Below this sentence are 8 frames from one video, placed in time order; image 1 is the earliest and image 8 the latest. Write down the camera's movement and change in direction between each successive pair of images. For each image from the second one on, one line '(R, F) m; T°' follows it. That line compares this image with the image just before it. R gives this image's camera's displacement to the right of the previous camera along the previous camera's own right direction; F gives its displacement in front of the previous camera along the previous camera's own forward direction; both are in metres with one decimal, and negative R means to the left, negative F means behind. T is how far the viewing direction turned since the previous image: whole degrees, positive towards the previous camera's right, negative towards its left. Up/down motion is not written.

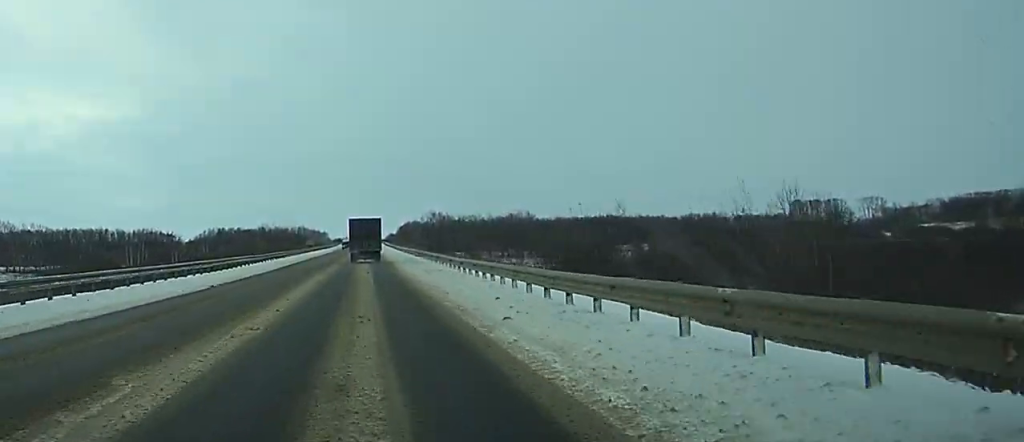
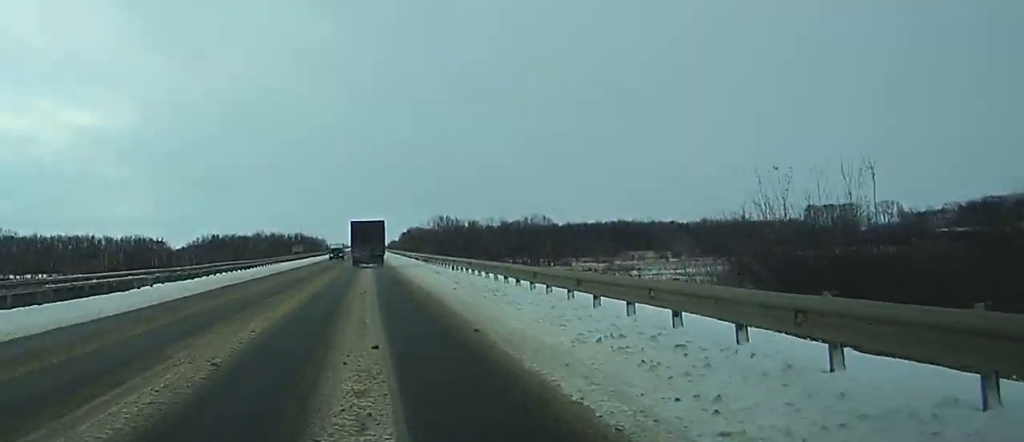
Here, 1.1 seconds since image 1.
(0.0, +29.7) m; 0°
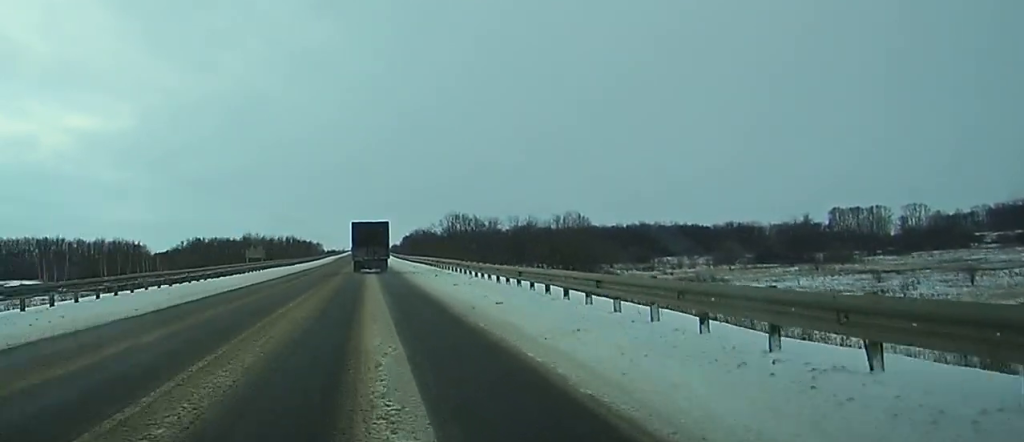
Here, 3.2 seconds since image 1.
(0.0, +52.1) m; 0°
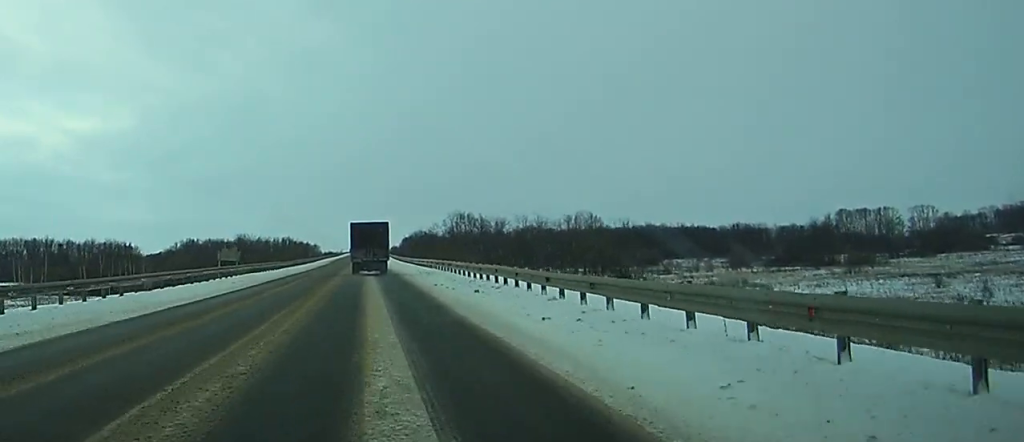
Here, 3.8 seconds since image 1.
(0.0, +15.2) m; 0°
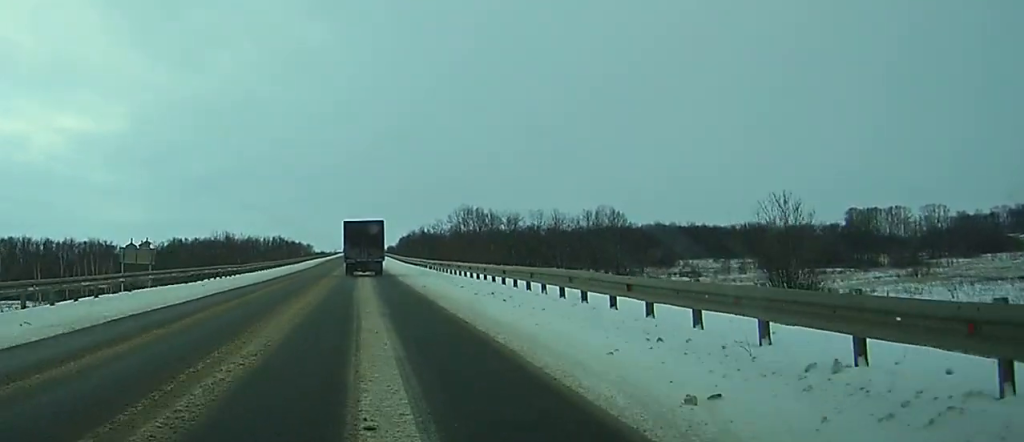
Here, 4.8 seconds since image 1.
(0.0, +26.0) m; 0°
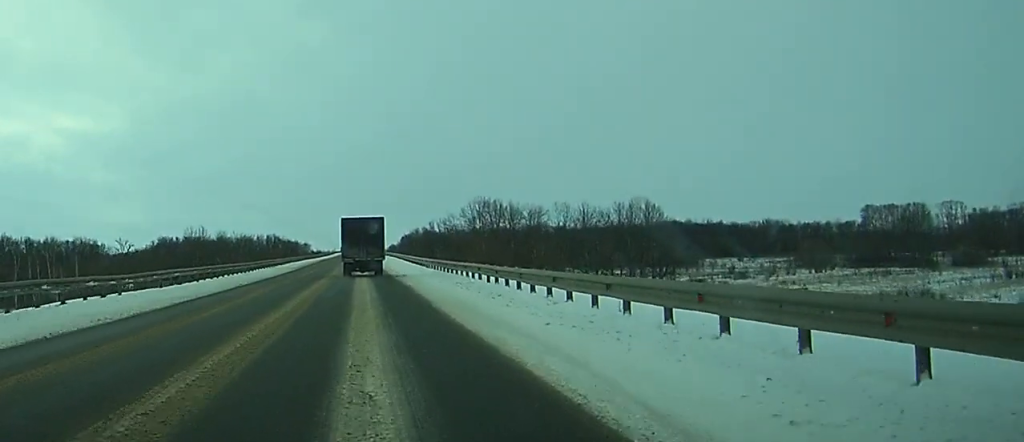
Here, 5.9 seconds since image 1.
(+0.1, +26.7) m; +1°
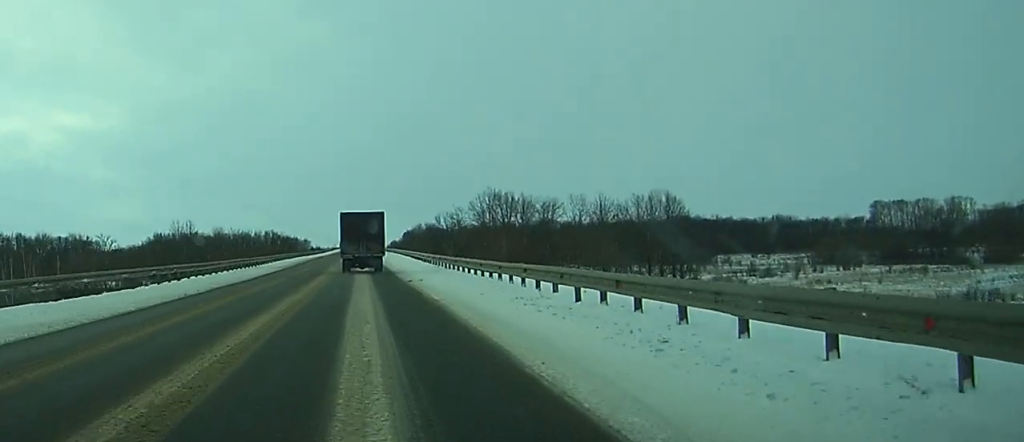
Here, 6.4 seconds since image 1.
(+0.1, +12.4) m; 0°
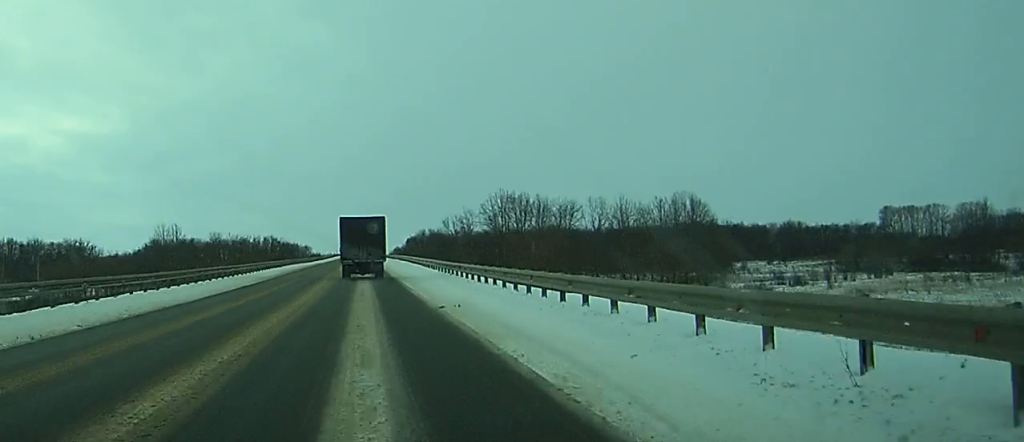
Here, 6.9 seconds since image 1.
(+0.1, +12.4) m; 0°
